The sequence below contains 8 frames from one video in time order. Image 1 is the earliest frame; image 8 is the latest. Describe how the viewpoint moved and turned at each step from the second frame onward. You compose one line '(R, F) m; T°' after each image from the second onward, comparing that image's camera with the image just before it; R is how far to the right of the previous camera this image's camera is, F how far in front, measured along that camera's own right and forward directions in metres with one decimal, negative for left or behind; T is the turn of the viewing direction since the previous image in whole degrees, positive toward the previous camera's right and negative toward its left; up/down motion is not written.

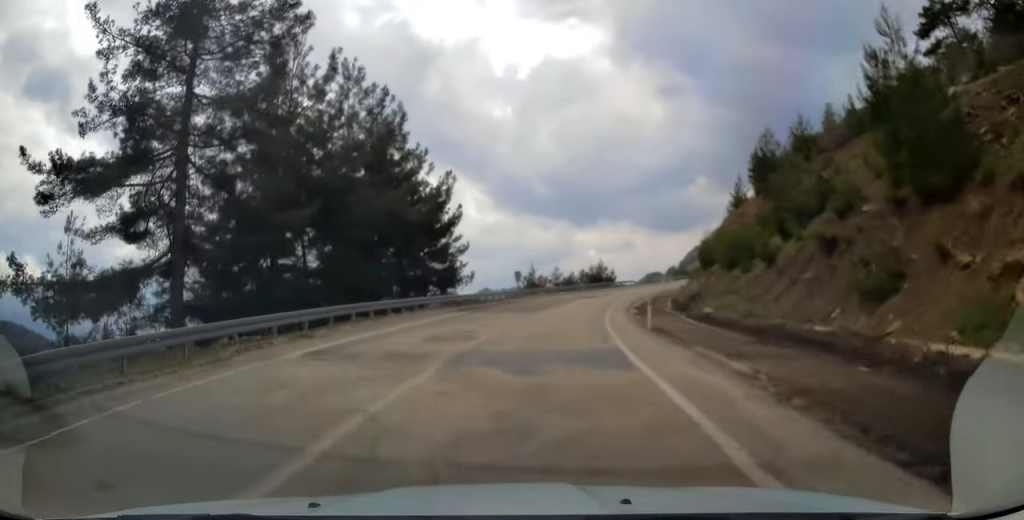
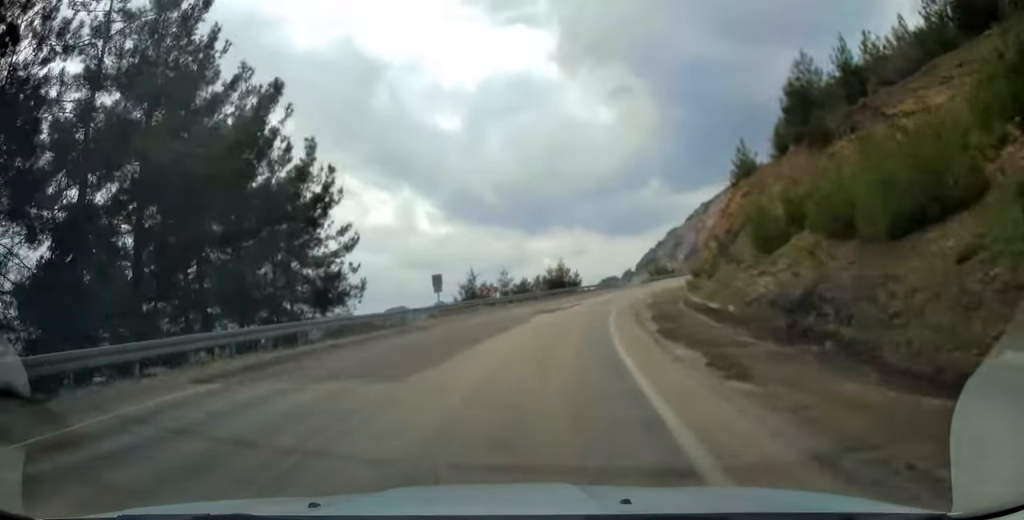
(+1.0, +21.4) m; +5°
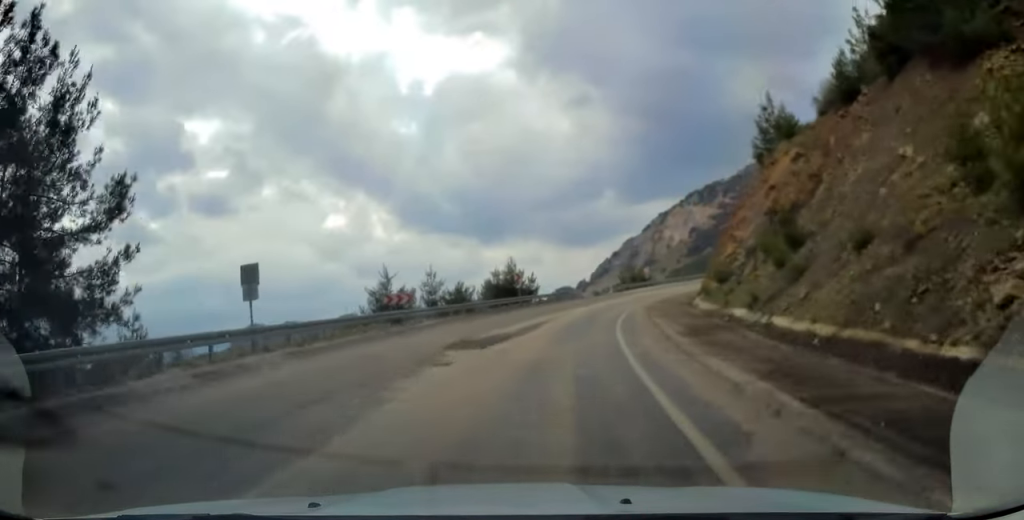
(+0.7, +18.8) m; +5°
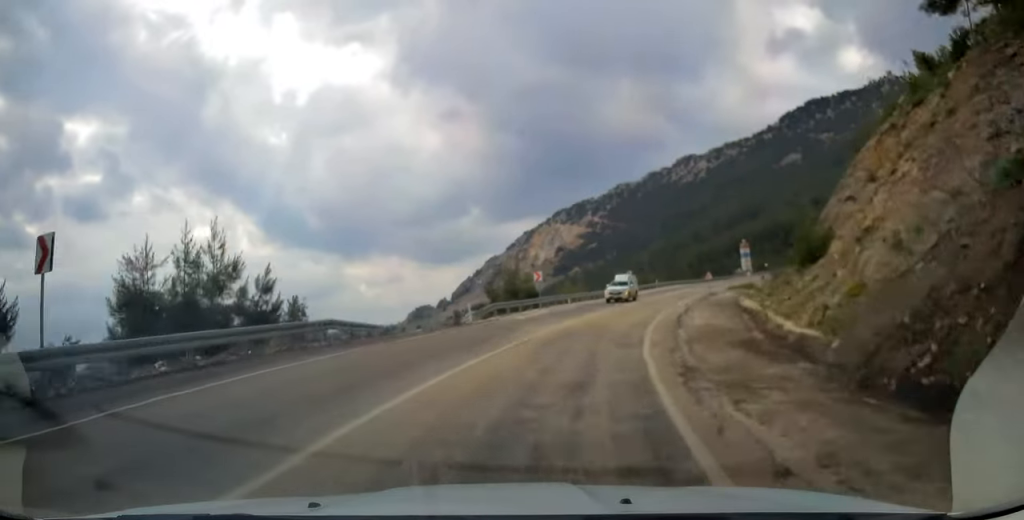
(+4.2, +36.8) m; +14°
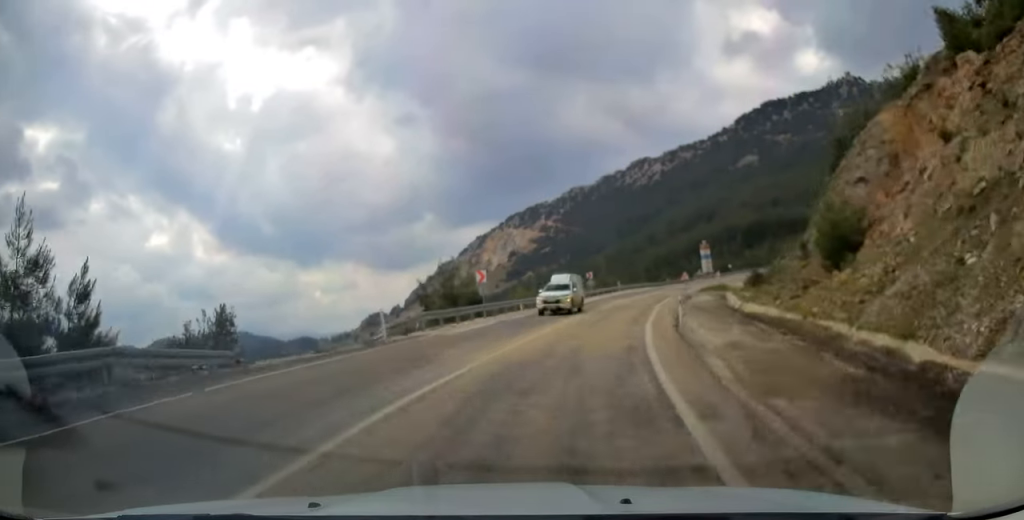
(0.0, +8.2) m; +4°
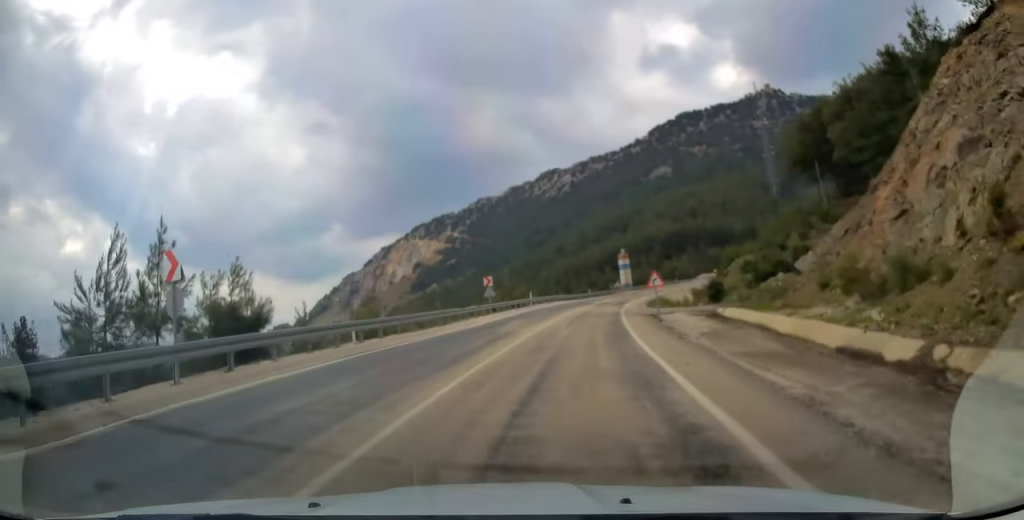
(+1.7, +21.5) m; +9°
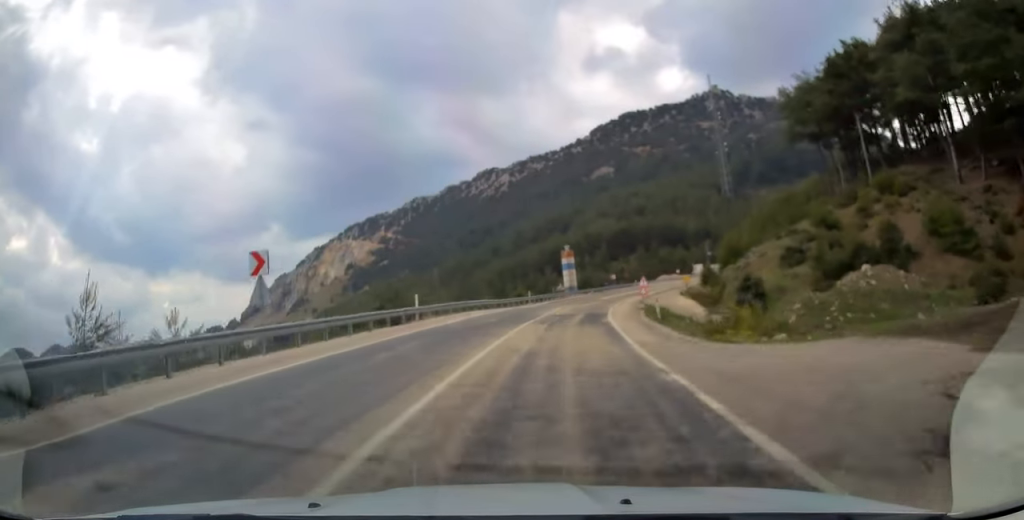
(+2.5, +27.7) m; +8°
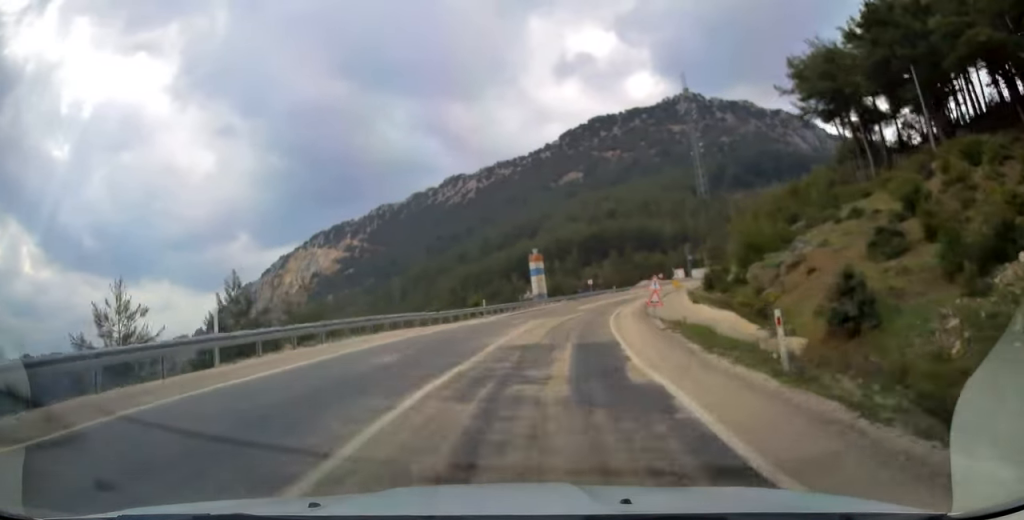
(+0.5, +16.5) m; +3°
